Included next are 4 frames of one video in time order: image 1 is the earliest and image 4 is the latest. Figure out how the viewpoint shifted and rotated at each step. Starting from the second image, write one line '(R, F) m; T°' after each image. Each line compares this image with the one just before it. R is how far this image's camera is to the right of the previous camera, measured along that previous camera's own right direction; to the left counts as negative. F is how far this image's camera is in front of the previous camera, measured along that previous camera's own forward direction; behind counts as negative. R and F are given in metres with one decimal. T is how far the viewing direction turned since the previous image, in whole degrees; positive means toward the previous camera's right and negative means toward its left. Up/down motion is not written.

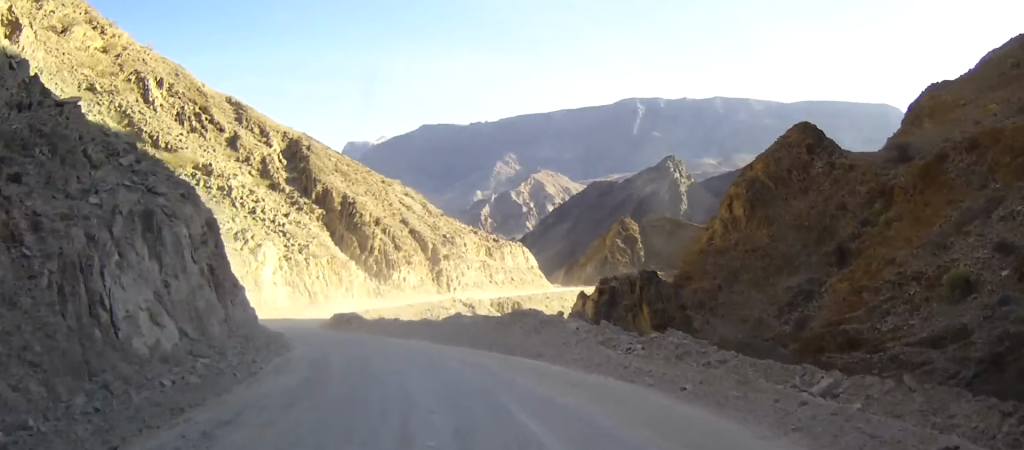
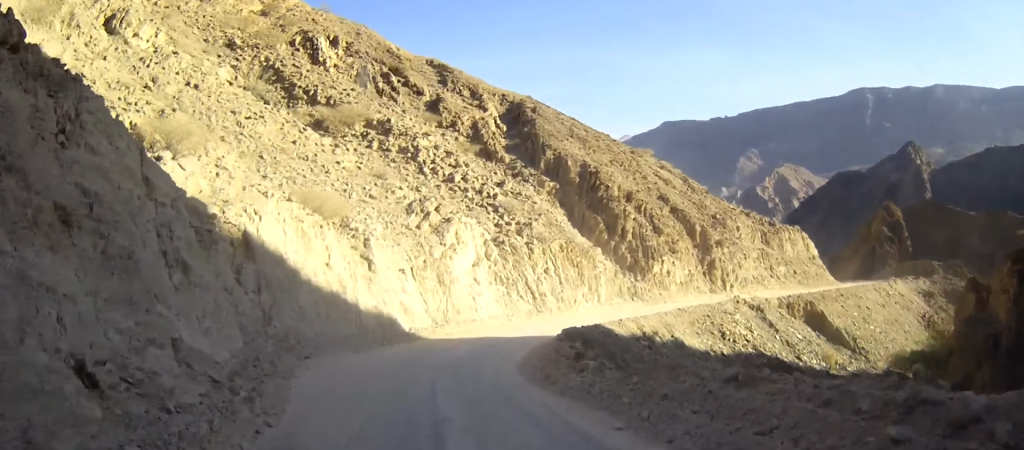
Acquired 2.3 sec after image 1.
(-3.5, +22.9) m; -17°
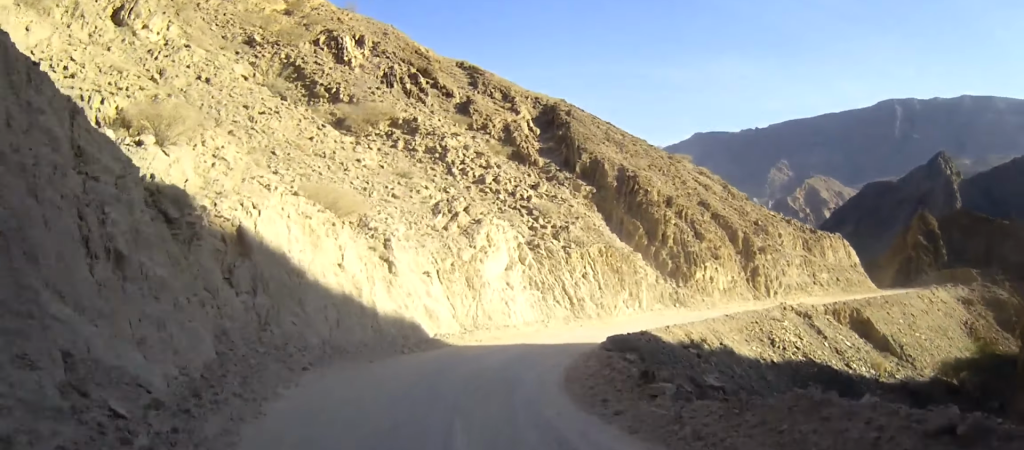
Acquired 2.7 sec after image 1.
(-0.2, +3.8) m; -2°
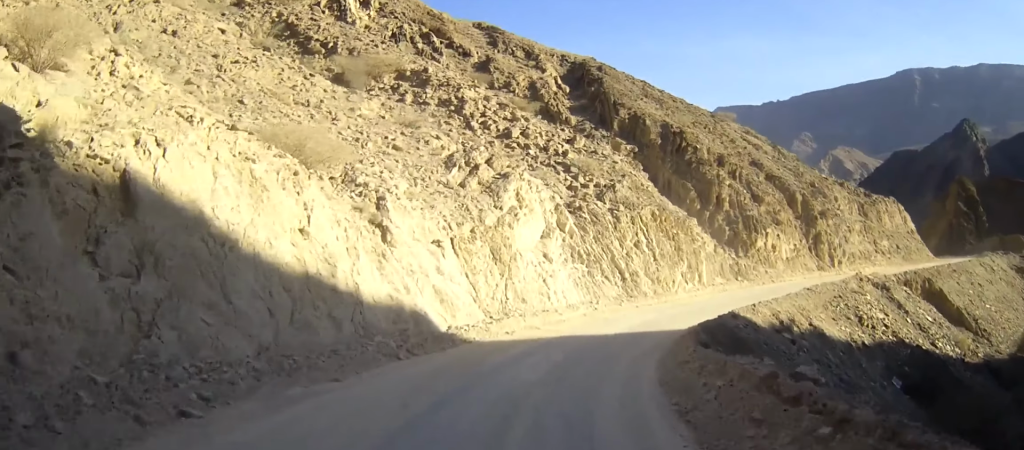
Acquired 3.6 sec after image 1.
(-0.3, +8.9) m; -3°
